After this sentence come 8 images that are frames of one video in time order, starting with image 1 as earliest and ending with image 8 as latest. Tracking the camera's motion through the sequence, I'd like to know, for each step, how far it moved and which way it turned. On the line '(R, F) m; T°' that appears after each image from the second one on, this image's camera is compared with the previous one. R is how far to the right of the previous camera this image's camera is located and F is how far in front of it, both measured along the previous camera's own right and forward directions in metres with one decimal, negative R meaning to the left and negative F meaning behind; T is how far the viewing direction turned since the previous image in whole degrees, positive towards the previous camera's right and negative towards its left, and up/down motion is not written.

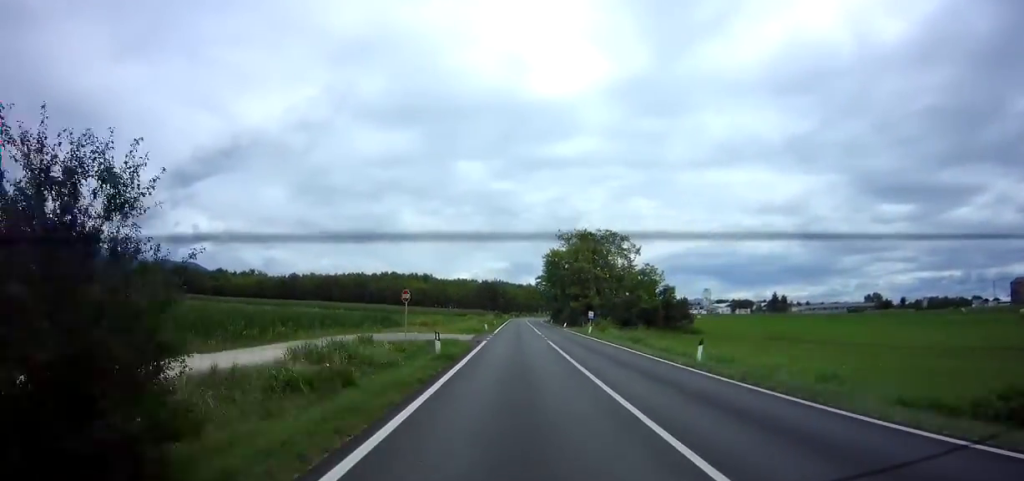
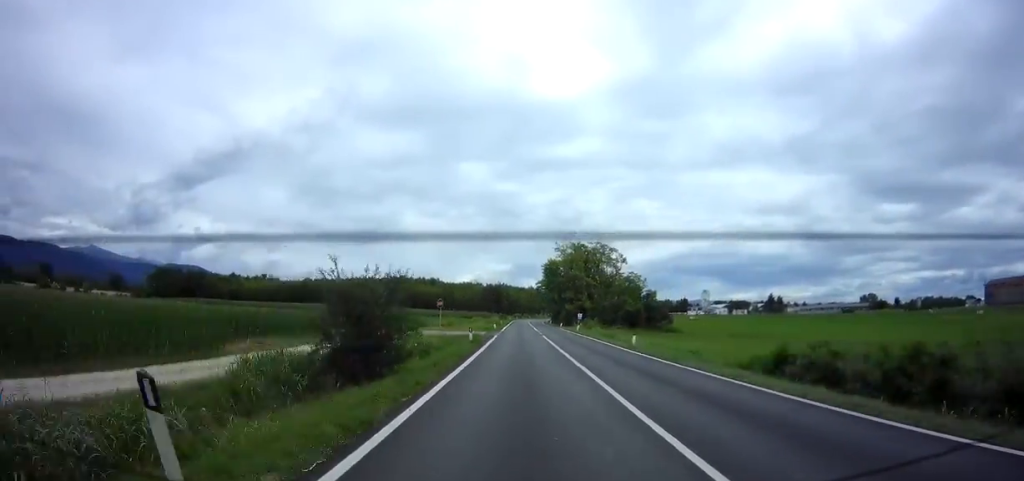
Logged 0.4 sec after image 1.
(-0.2, +10.9) m; 0°
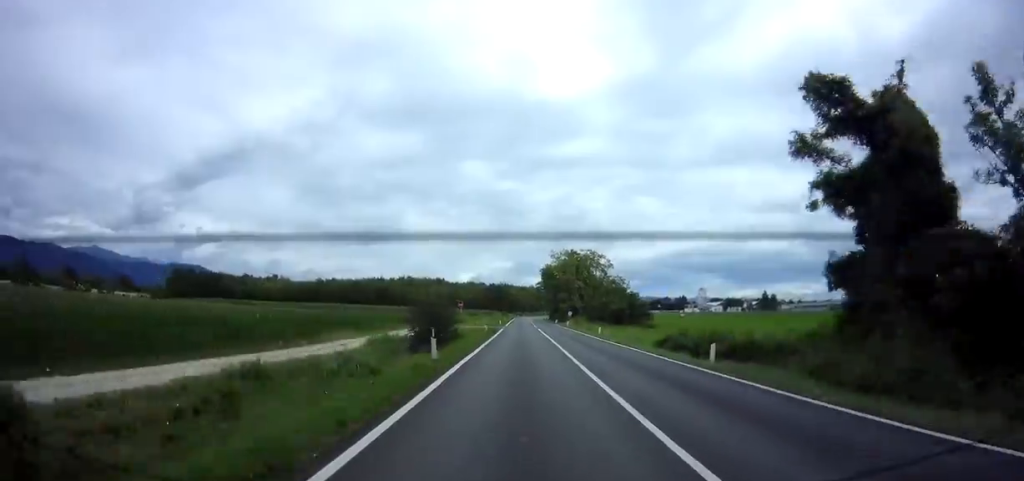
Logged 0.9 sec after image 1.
(0.0, +12.6) m; 0°
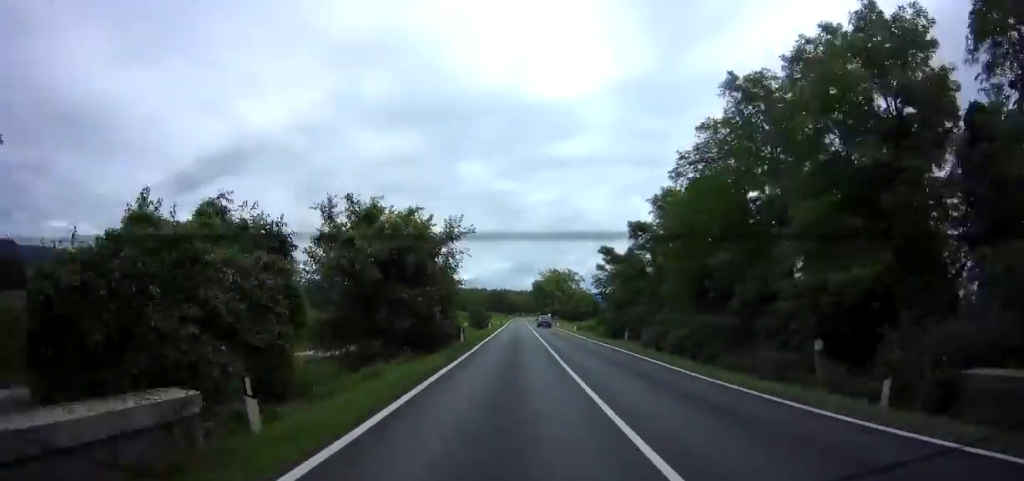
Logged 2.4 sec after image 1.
(+0.5, +37.1) m; +1°
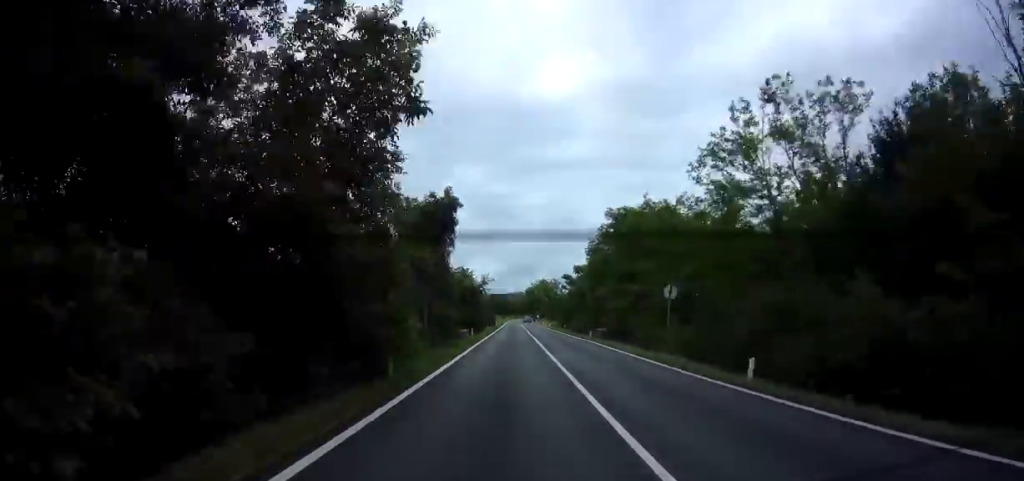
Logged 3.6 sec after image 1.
(0.0, +31.4) m; 0°
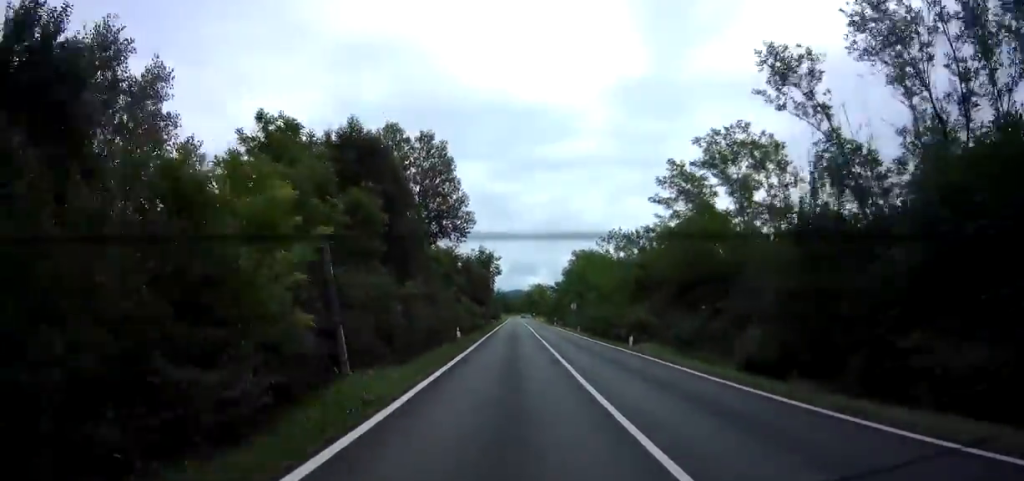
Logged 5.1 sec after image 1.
(0.0, +37.4) m; 0°
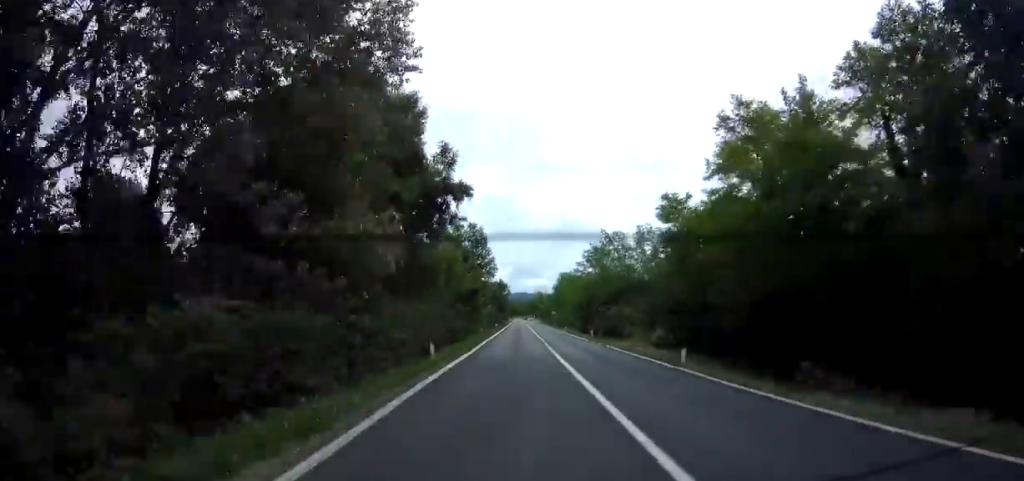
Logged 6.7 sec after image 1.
(0.0, +41.3) m; 0°
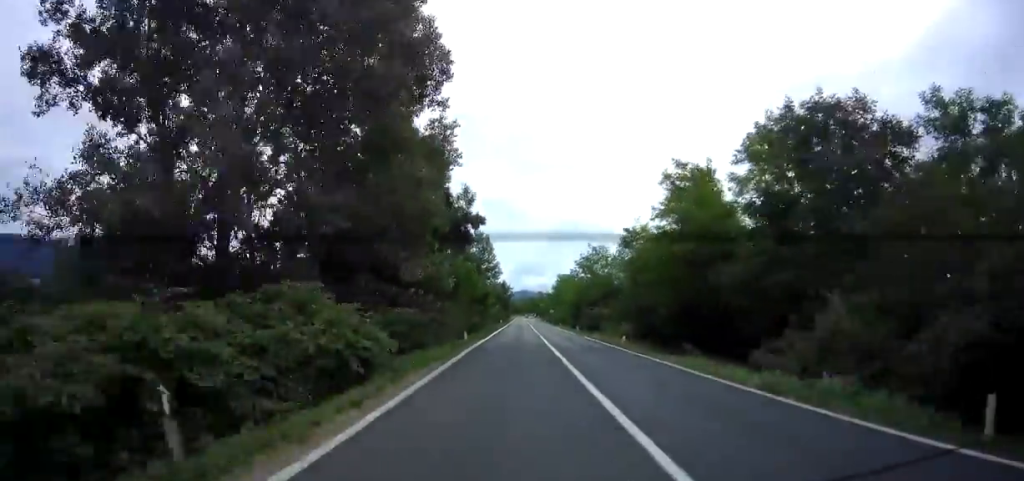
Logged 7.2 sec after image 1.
(0.0, +10.4) m; 0°
